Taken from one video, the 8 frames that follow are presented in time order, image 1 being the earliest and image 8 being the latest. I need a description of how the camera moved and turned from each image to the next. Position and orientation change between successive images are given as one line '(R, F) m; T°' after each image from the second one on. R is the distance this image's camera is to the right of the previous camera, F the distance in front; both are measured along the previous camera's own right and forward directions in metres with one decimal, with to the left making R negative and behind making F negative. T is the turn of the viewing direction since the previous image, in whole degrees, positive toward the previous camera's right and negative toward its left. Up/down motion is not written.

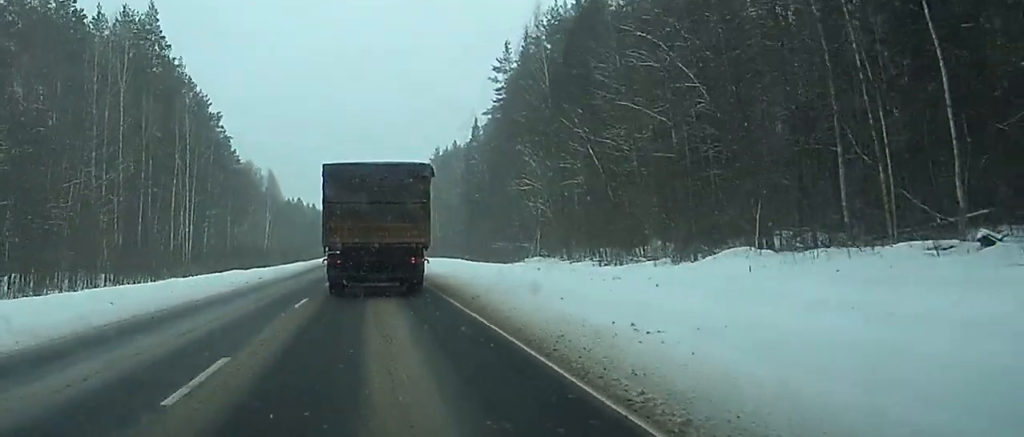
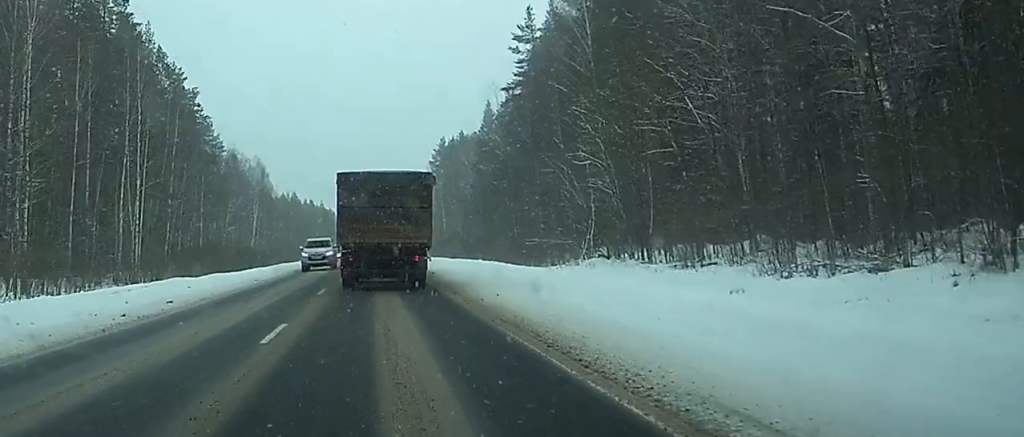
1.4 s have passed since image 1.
(-0.2, +19.6) m; -1°
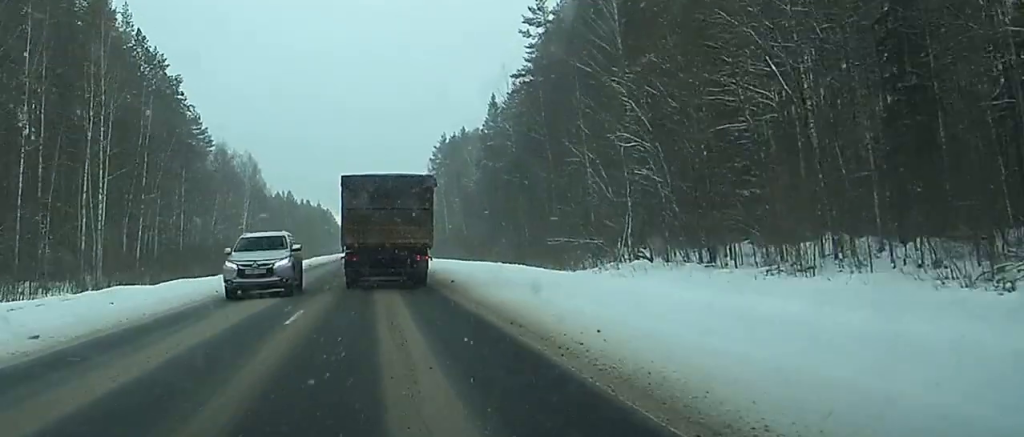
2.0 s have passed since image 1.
(0.0, +9.2) m; 0°
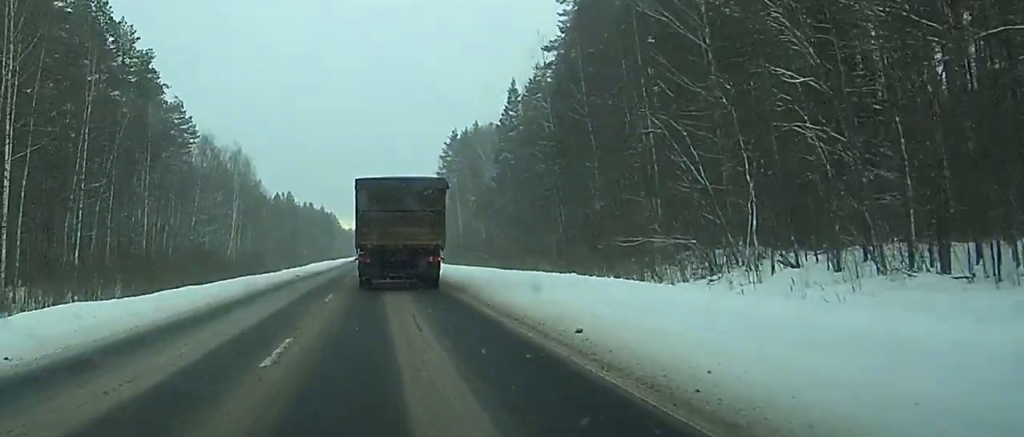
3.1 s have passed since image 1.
(+0.1, +15.9) m; 0°
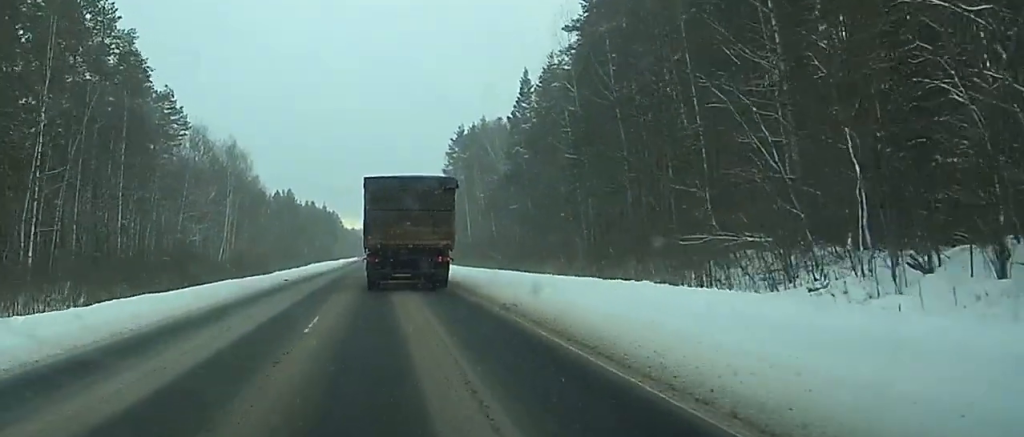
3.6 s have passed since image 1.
(0.0, +7.6) m; 0°
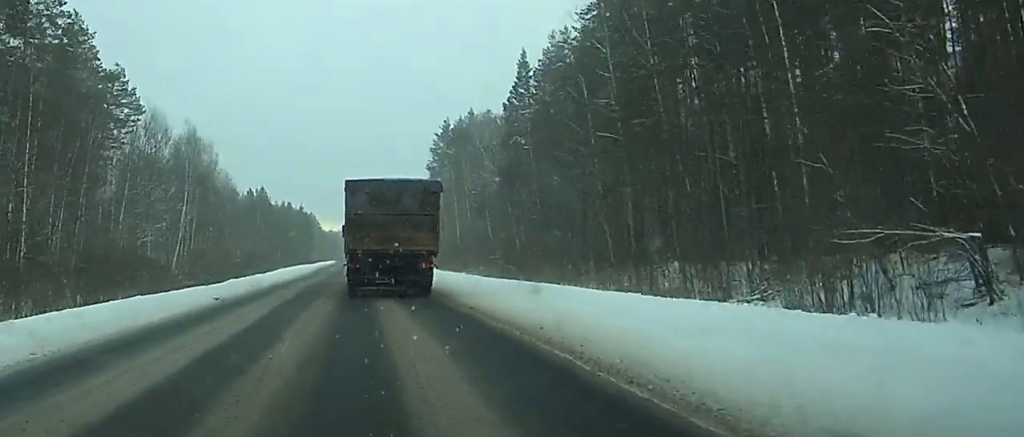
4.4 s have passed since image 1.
(0.0, +13.4) m; 0°
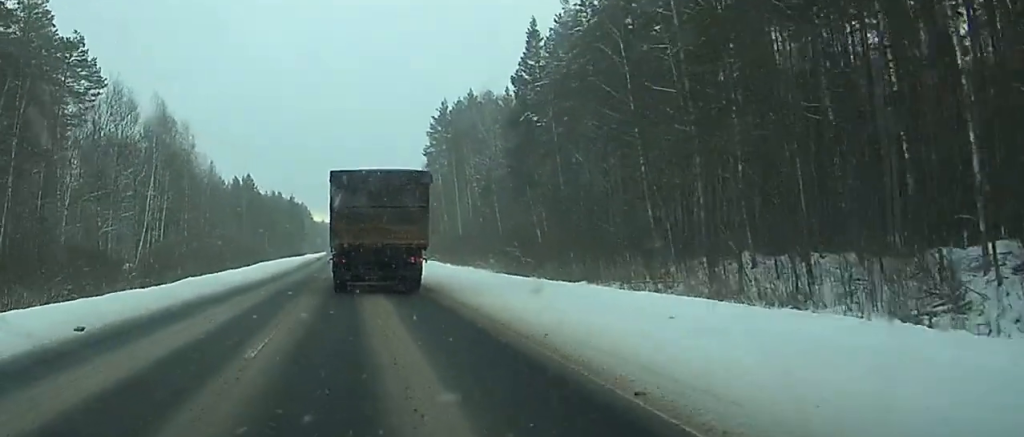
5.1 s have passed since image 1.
(+0.1, +11.6) m; 0°
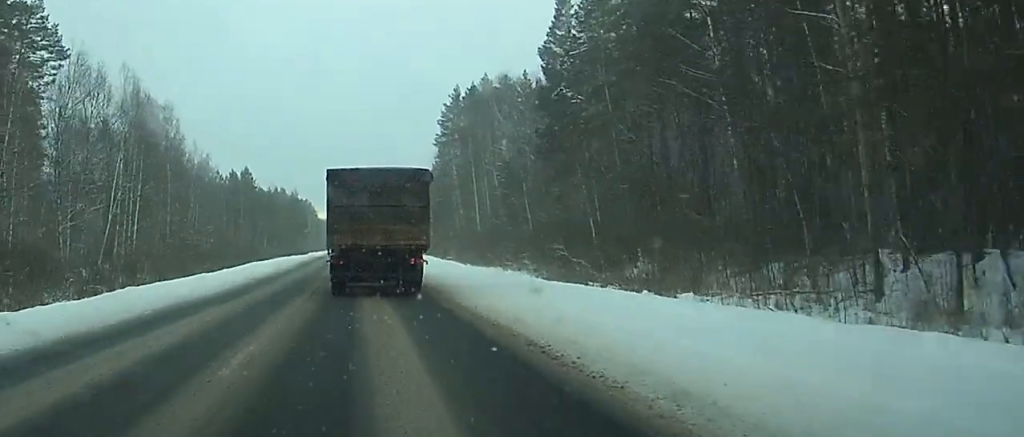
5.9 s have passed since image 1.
(+0.1, +13.1) m; 0°
